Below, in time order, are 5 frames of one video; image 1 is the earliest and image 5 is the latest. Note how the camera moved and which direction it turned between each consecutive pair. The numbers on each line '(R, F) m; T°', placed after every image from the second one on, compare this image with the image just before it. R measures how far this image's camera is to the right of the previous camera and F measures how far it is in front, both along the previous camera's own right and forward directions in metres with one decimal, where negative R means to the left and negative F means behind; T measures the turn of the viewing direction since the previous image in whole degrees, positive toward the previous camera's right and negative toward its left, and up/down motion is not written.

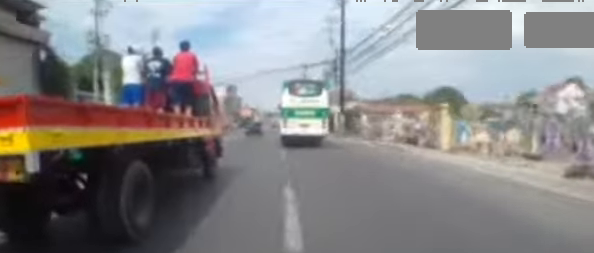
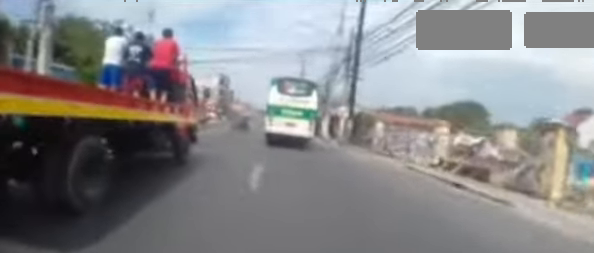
(0.0, +7.0) m; +1°
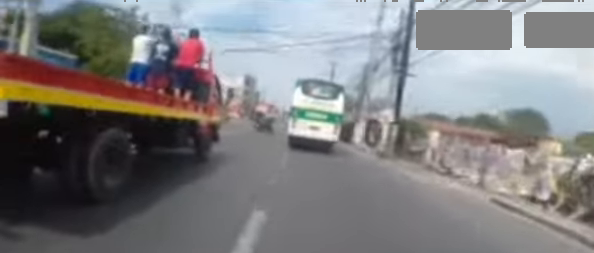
(+0.1, +4.1) m; +2°
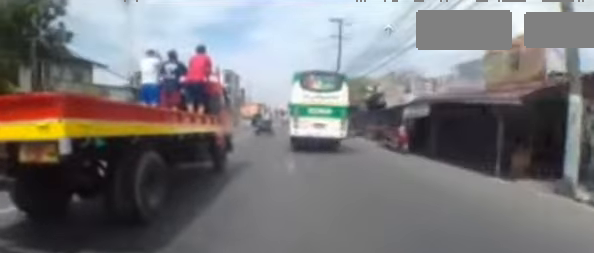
(+1.7, +21.2) m; +5°
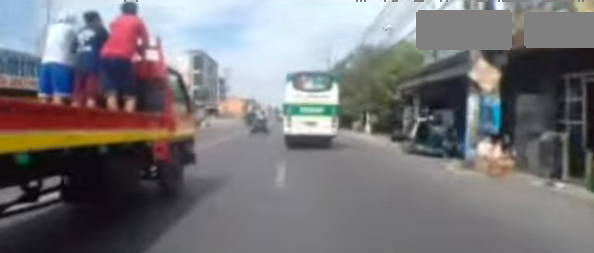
(-1.3, +28.9) m; -2°
